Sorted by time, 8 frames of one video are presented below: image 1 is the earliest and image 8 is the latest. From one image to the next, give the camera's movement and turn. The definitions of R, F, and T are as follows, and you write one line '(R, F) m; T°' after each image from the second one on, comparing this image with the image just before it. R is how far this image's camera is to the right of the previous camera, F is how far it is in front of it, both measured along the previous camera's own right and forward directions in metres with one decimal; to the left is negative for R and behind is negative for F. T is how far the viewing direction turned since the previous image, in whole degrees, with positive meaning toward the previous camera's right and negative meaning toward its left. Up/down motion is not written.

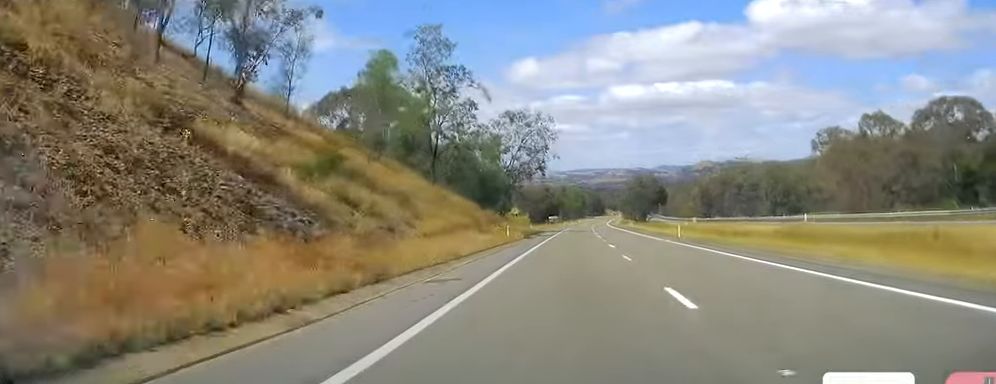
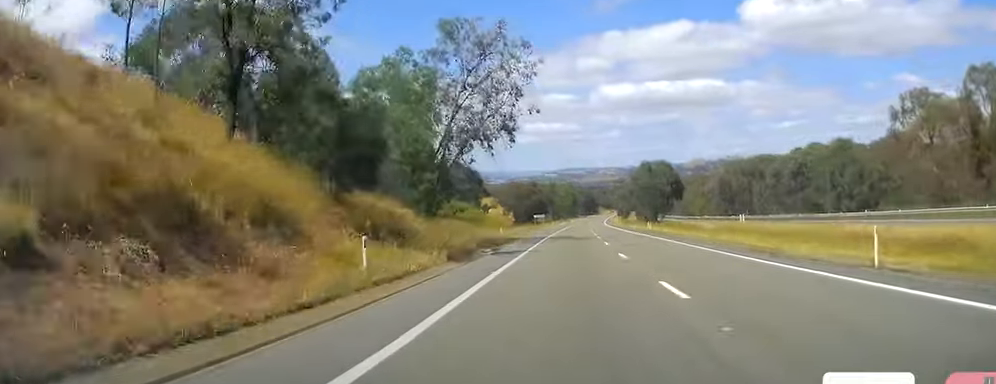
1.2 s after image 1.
(+0.3, +34.4) m; +1°
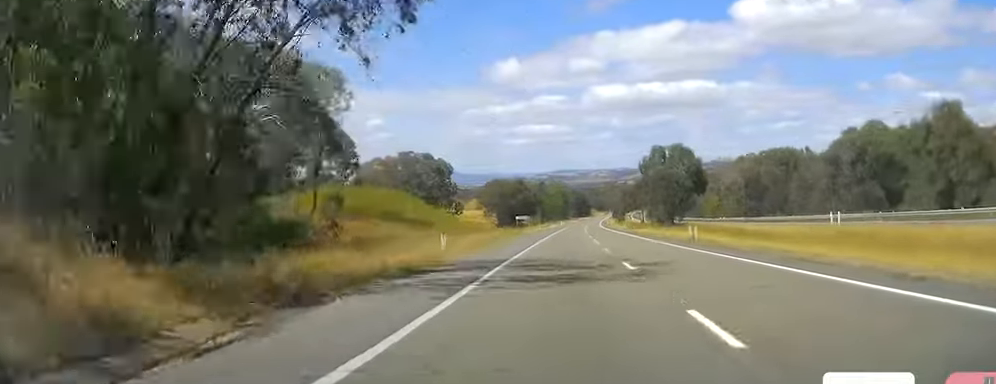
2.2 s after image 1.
(+0.1, +28.7) m; 0°
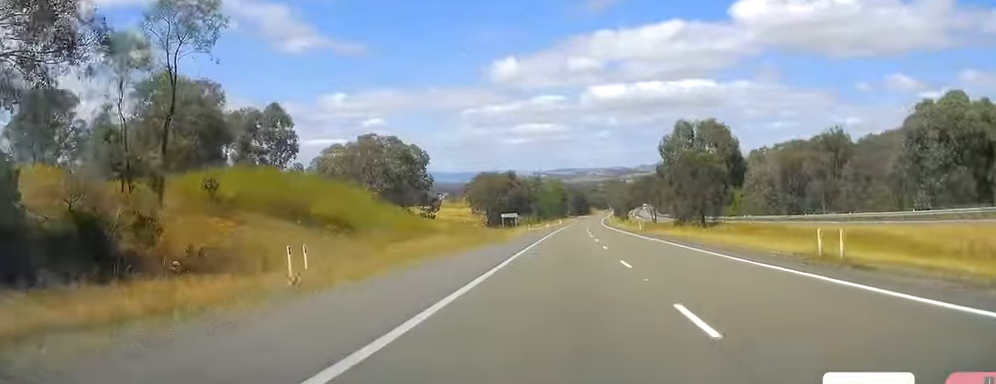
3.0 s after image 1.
(+0.1, +22.9) m; 0°
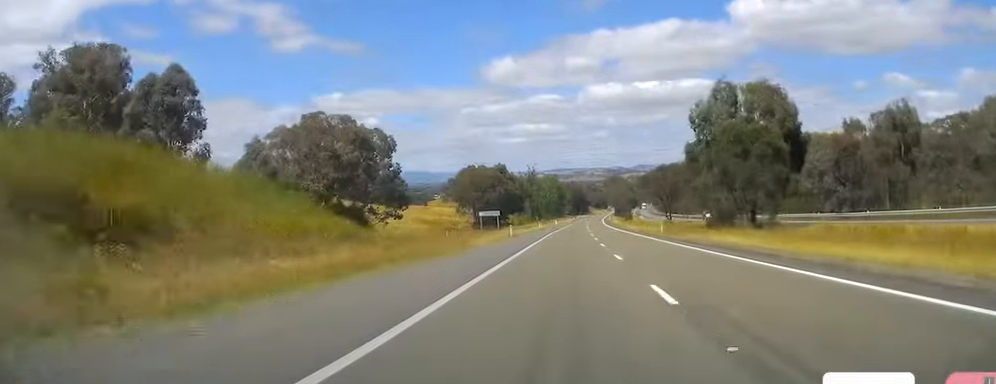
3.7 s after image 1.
(-0.1, +21.1) m; 0°
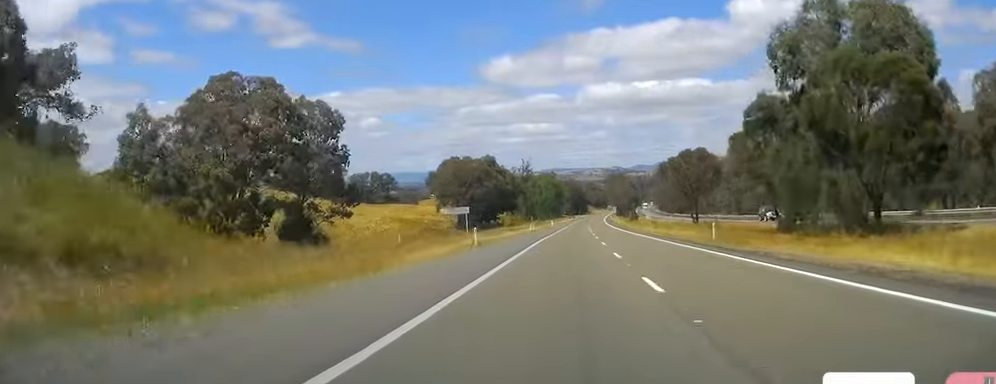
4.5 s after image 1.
(-0.3, +22.1) m; 0°
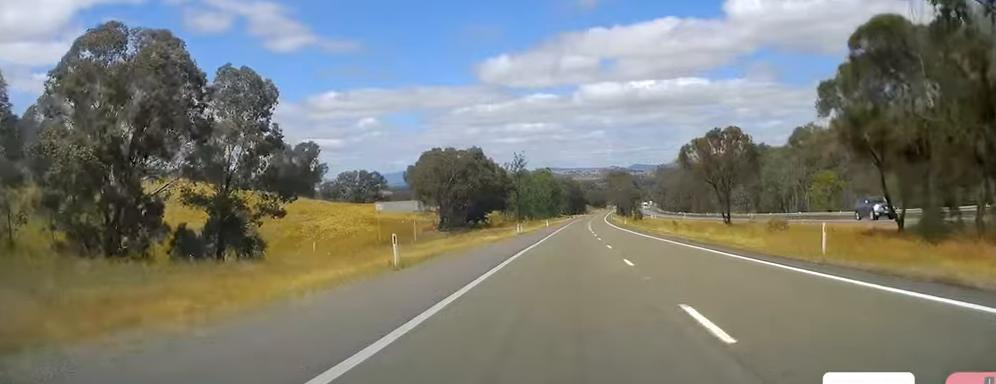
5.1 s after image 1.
(+0.1, +17.4) m; +1°
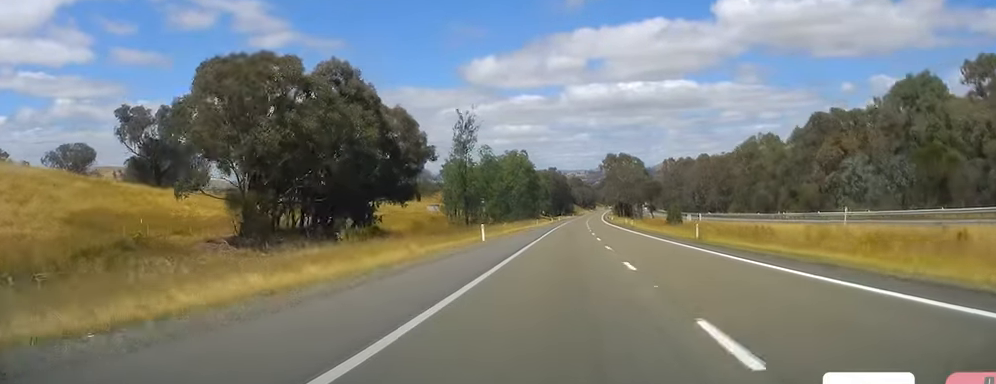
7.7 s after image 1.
(+1.7, +74.1) m; +1°
